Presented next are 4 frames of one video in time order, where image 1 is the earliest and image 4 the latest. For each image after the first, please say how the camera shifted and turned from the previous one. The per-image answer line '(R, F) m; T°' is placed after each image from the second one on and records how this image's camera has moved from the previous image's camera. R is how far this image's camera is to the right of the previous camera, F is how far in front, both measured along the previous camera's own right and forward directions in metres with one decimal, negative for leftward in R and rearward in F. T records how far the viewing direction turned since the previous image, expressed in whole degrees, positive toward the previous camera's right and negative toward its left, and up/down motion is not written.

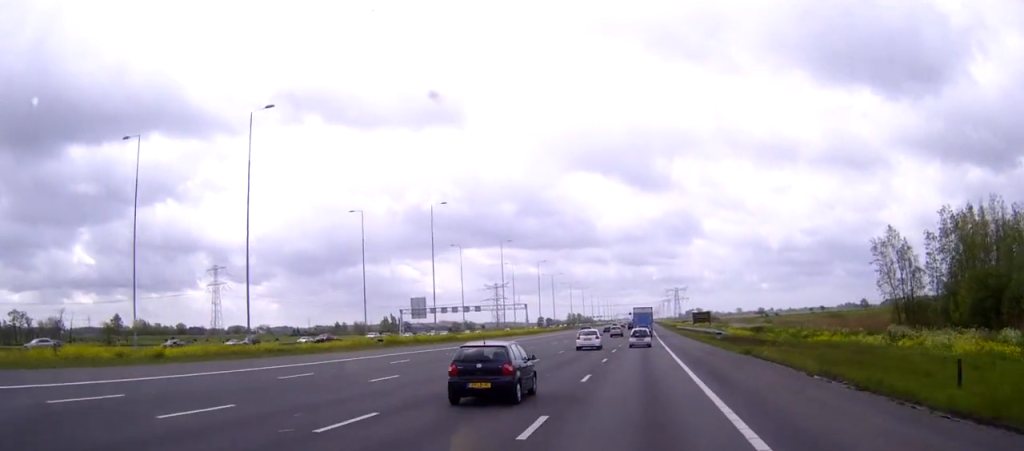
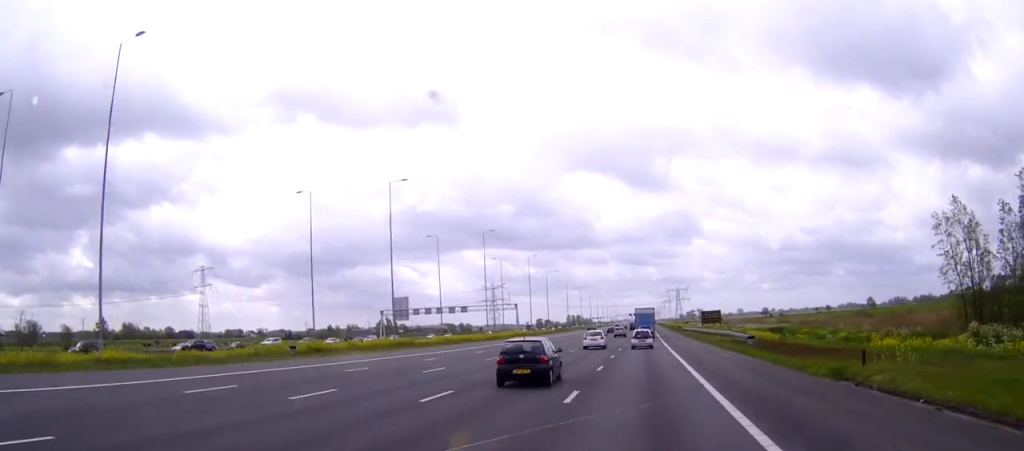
(0.0, +18.1) m; 0°
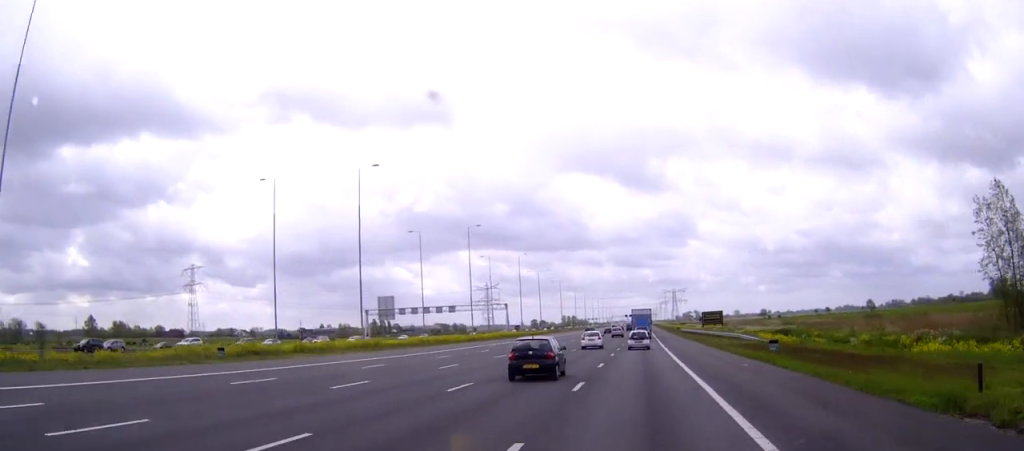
(0.0, +9.0) m; 0°
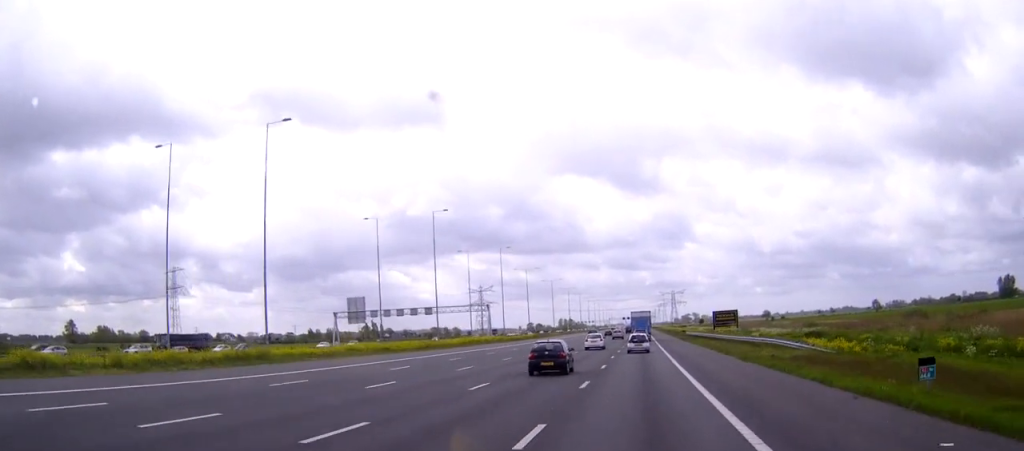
(+0.1, +20.7) m; 0°
